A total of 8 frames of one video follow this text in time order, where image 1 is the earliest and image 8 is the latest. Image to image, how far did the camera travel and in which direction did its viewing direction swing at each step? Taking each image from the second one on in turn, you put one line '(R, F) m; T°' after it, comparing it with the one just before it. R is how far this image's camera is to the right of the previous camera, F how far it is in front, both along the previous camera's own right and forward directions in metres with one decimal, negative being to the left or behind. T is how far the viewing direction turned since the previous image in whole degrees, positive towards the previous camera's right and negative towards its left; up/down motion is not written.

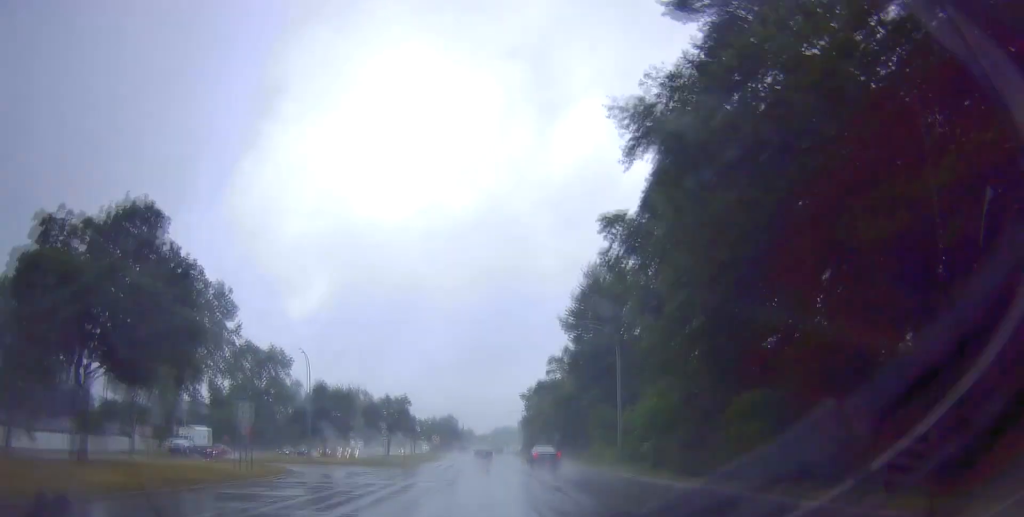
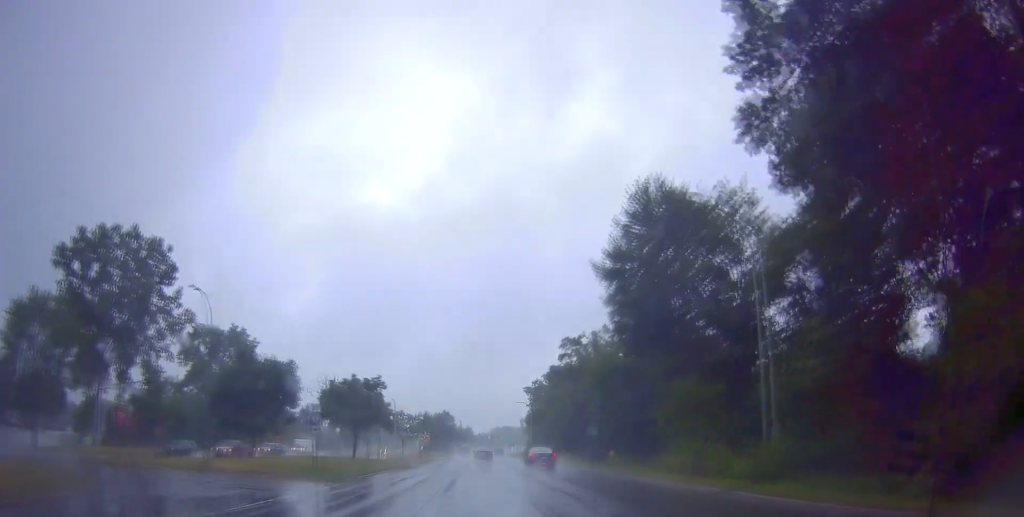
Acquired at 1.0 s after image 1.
(+0.4, +20.2) m; 0°
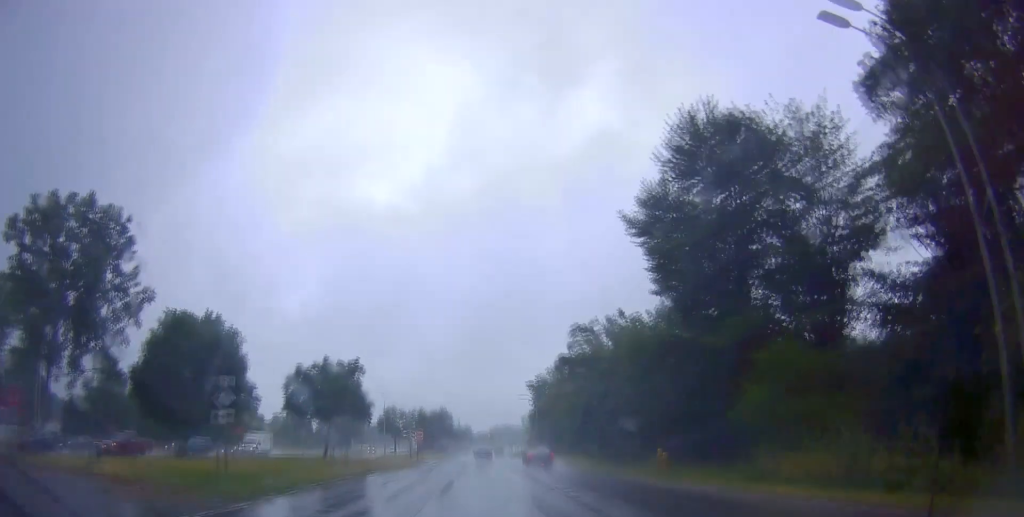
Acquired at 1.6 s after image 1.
(-0.1, +10.5) m; -1°
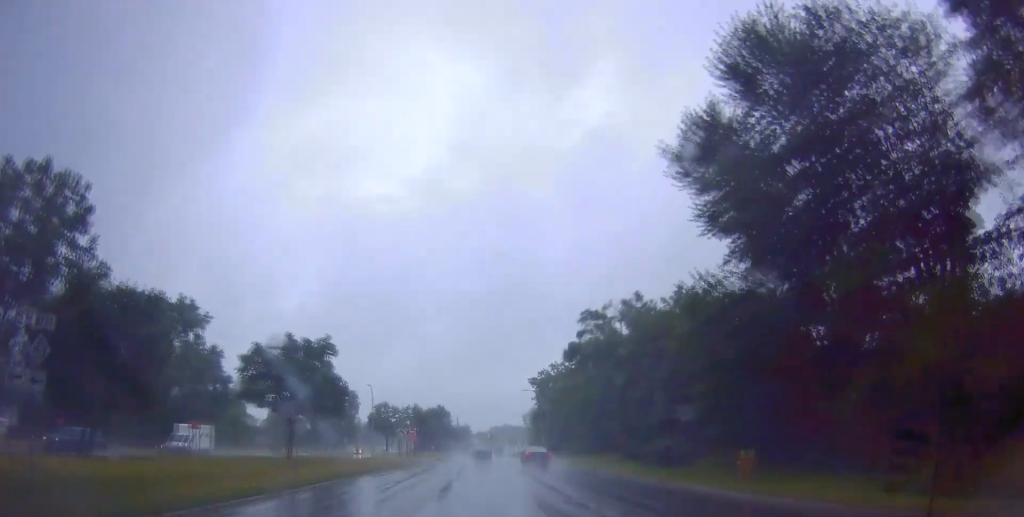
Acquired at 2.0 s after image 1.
(-0.2, +9.3) m; -1°
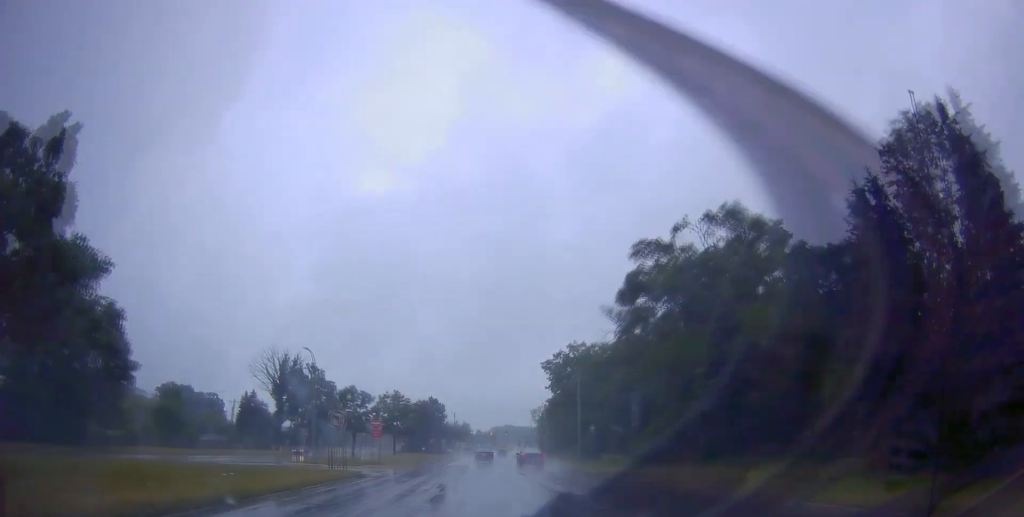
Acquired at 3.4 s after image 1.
(0.0, +27.5) m; +1°
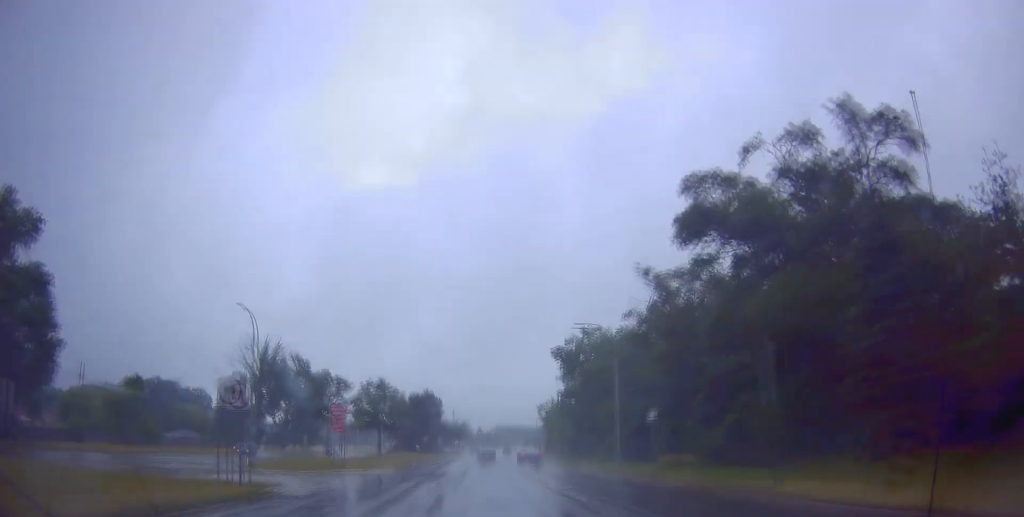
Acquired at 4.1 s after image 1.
(+0.1, +13.4) m; 0°
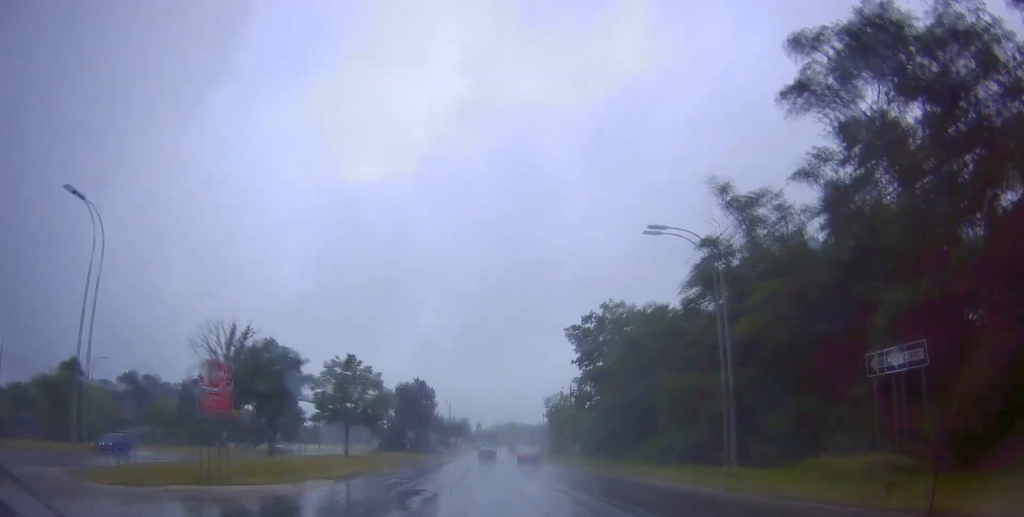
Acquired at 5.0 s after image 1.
(0.0, +16.8) m; 0°
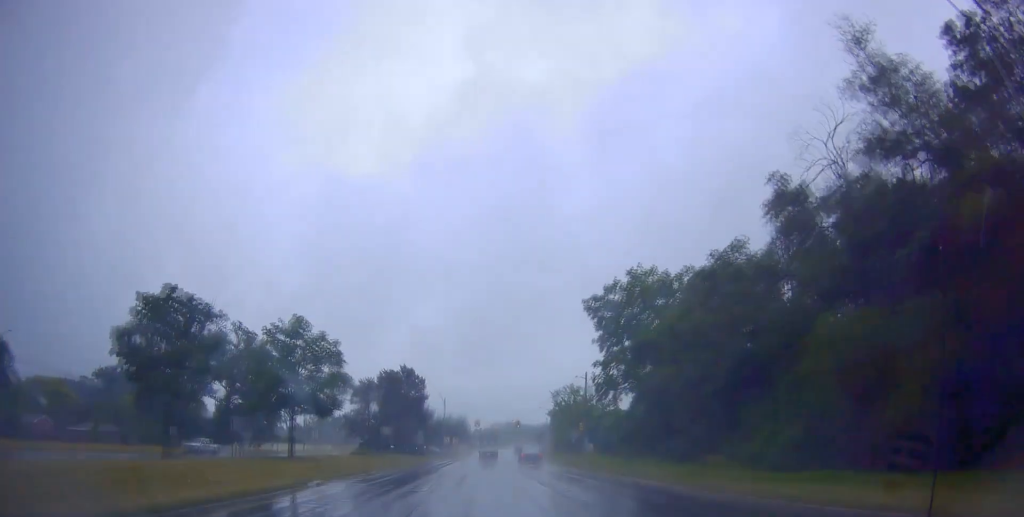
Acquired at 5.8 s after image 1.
(-0.1, +15.8) m; 0°
